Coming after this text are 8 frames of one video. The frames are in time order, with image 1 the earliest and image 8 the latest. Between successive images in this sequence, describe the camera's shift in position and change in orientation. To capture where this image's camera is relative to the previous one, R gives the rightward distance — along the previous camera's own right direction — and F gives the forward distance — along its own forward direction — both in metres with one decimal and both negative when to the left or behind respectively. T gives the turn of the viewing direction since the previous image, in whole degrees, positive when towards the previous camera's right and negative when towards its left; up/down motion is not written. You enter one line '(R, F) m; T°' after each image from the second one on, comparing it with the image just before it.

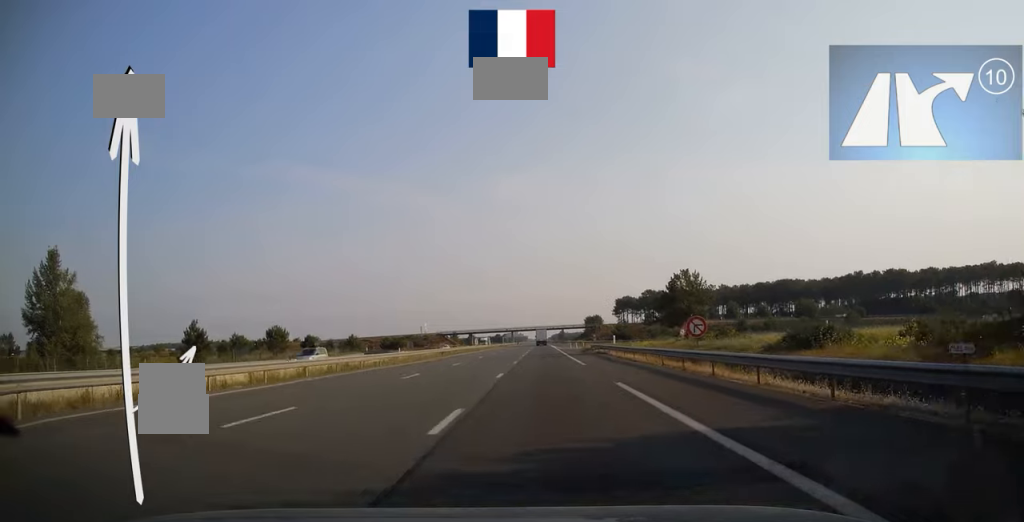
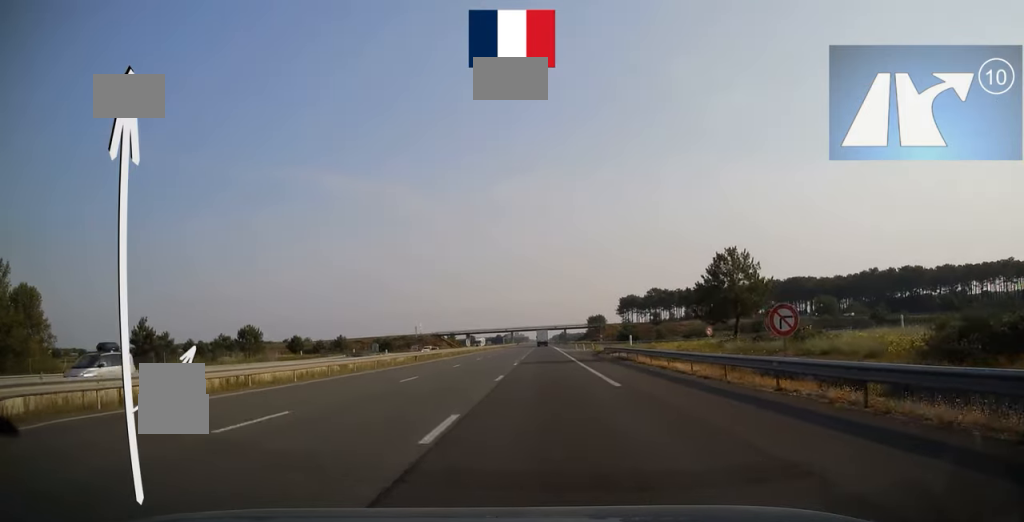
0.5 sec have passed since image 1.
(0.0, +13.3) m; 0°
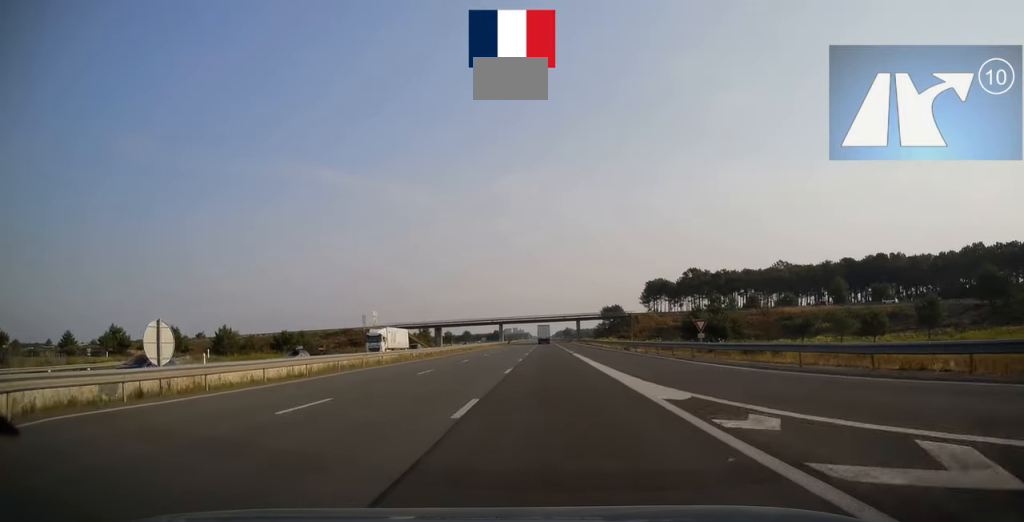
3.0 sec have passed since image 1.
(-0.5, +75.5) m; -1°
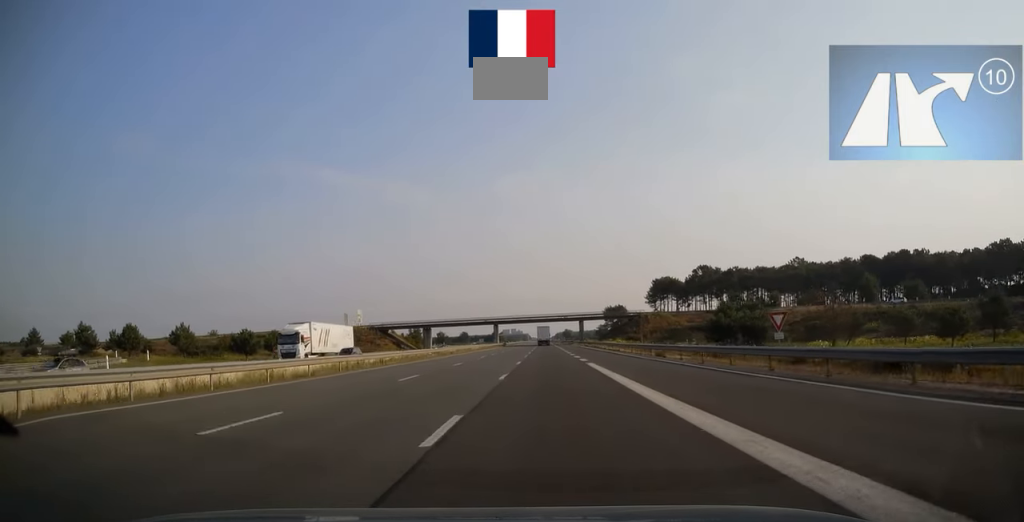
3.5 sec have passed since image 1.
(0.0, +15.8) m; 0°
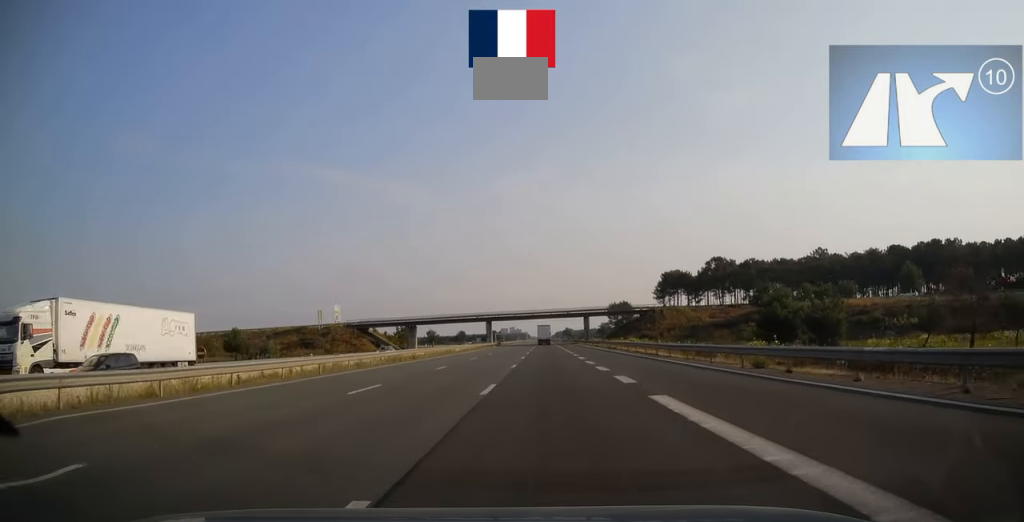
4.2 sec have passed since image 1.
(0.0, +18.8) m; 0°
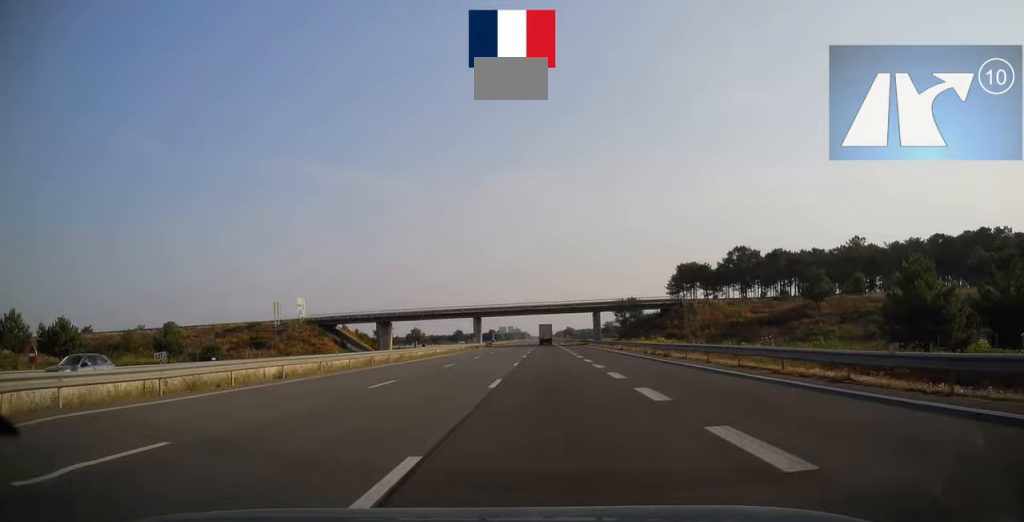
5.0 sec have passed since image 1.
(0.0, +24.1) m; 0°
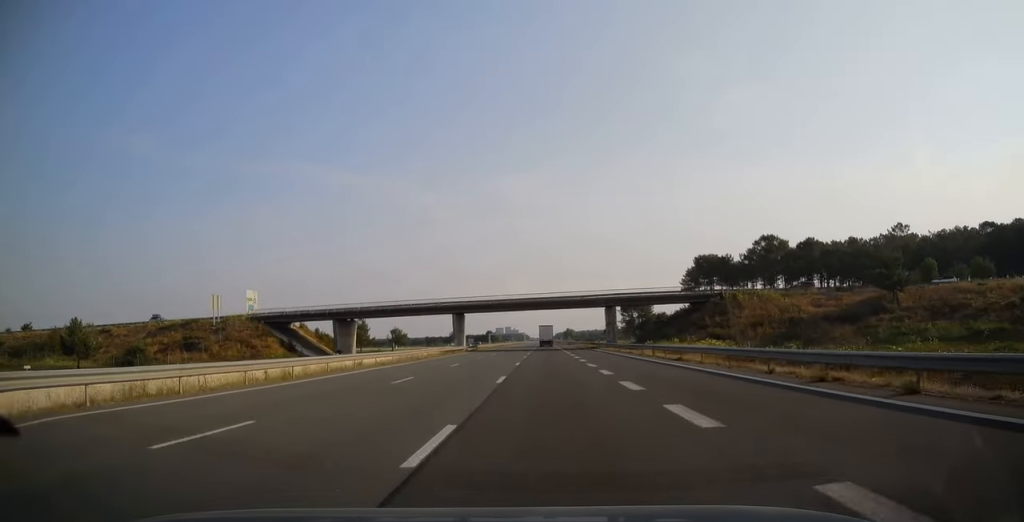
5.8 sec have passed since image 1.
(0.0, +23.1) m; 0°
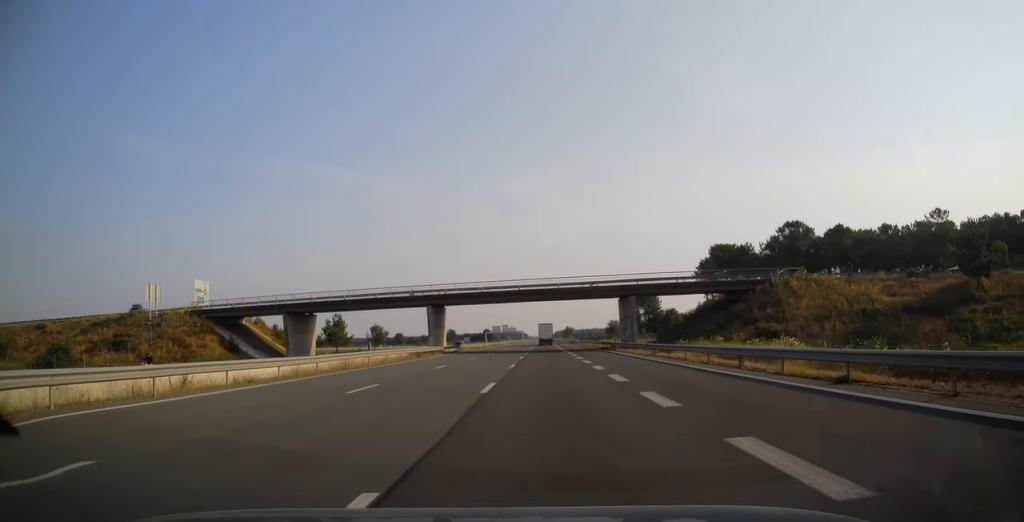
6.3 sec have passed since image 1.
(0.0, +17.2) m; 0°
